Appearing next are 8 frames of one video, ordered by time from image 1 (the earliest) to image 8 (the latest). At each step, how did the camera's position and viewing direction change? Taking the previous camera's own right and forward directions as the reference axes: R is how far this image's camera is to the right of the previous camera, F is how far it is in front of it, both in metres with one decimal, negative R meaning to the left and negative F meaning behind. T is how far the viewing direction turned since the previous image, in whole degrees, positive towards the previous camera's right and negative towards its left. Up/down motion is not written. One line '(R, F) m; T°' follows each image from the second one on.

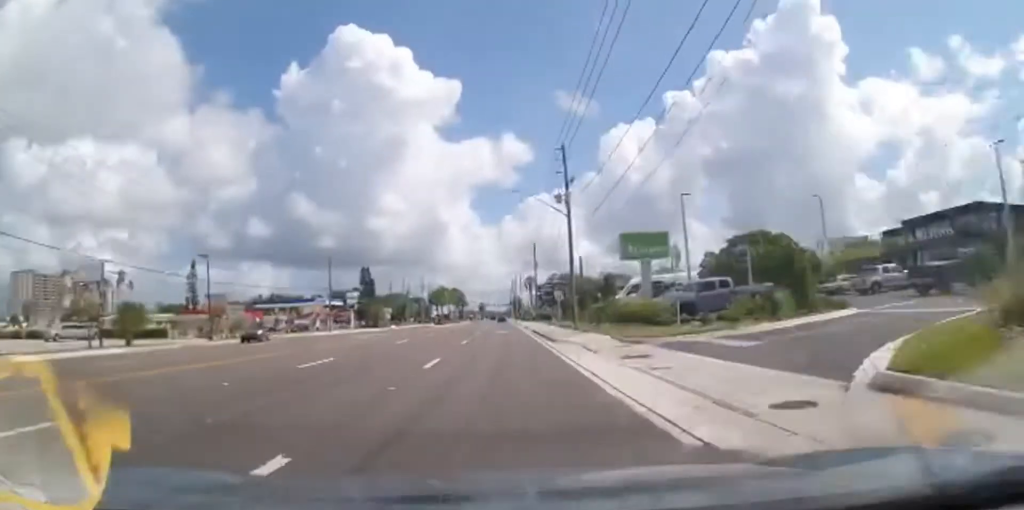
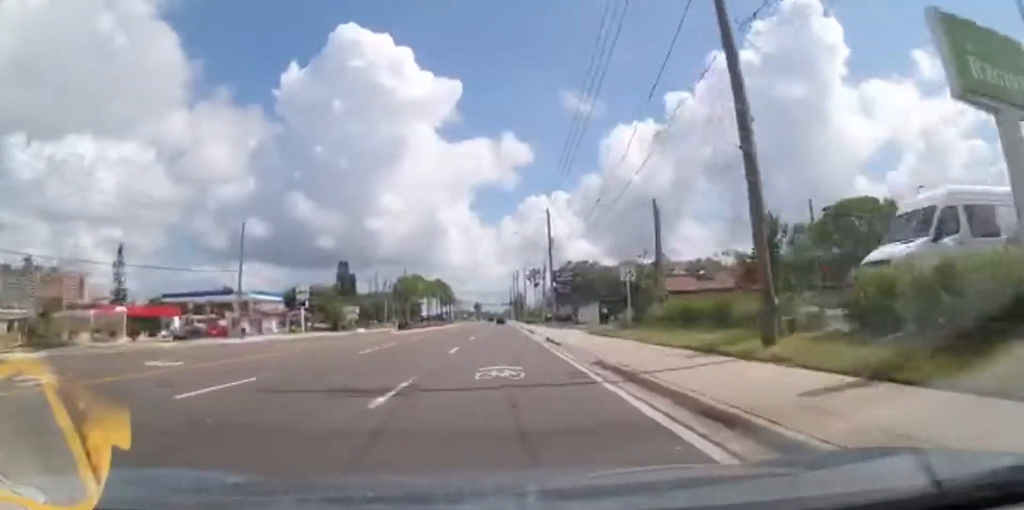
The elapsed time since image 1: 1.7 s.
(-0.3, +31.6) m; -2°
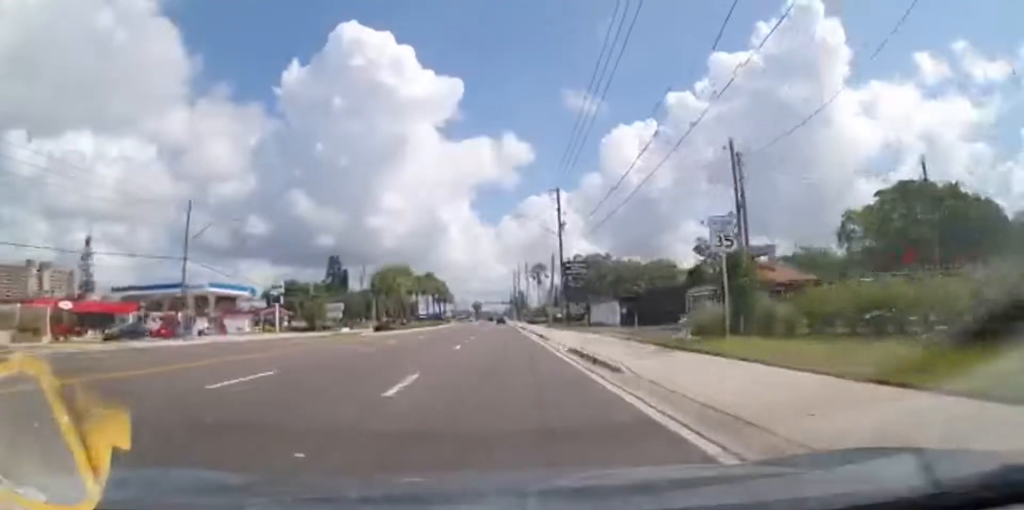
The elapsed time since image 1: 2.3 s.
(-0.2, +11.3) m; -1°
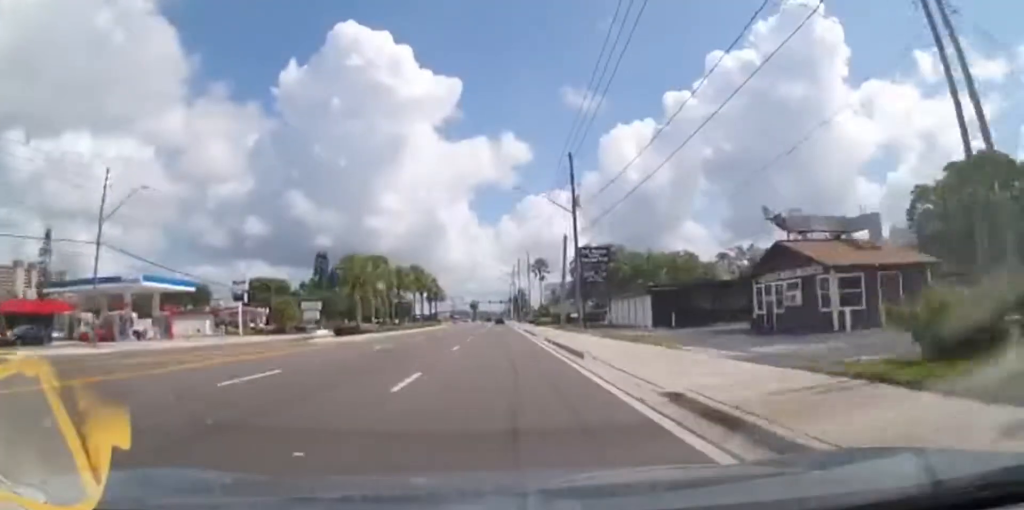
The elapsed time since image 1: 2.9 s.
(+0.1, +11.9) m; 0°
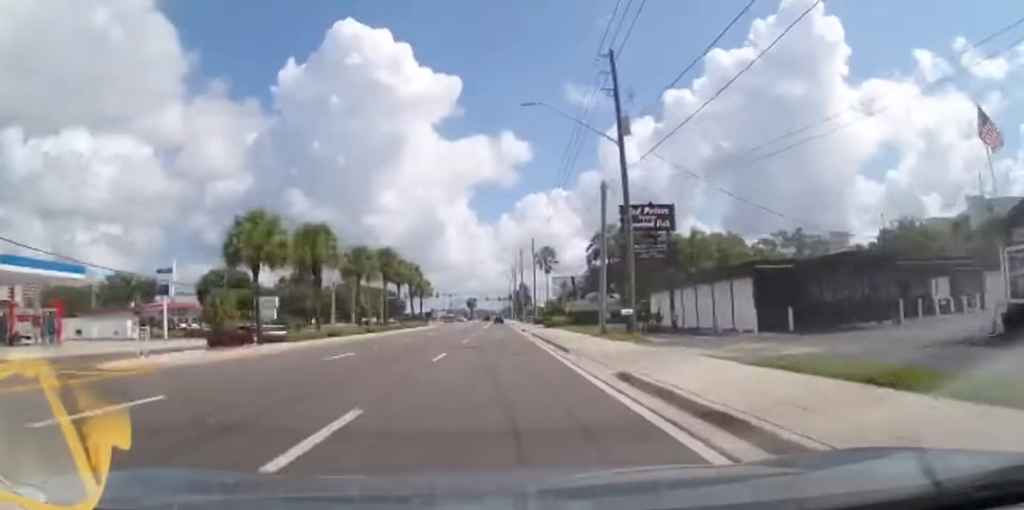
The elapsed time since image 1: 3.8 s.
(0.0, +17.3) m; +1°
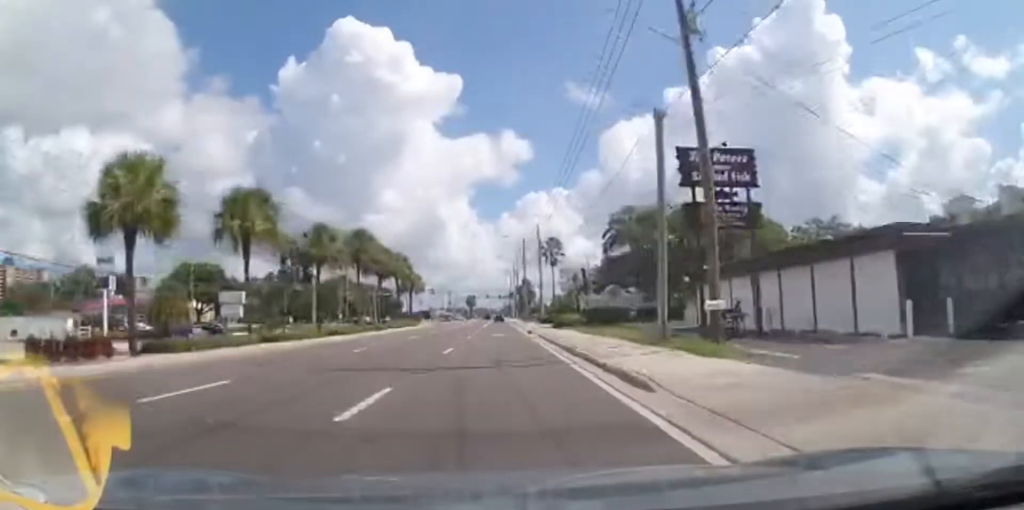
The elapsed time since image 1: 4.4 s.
(+0.1, +9.8) m; 0°
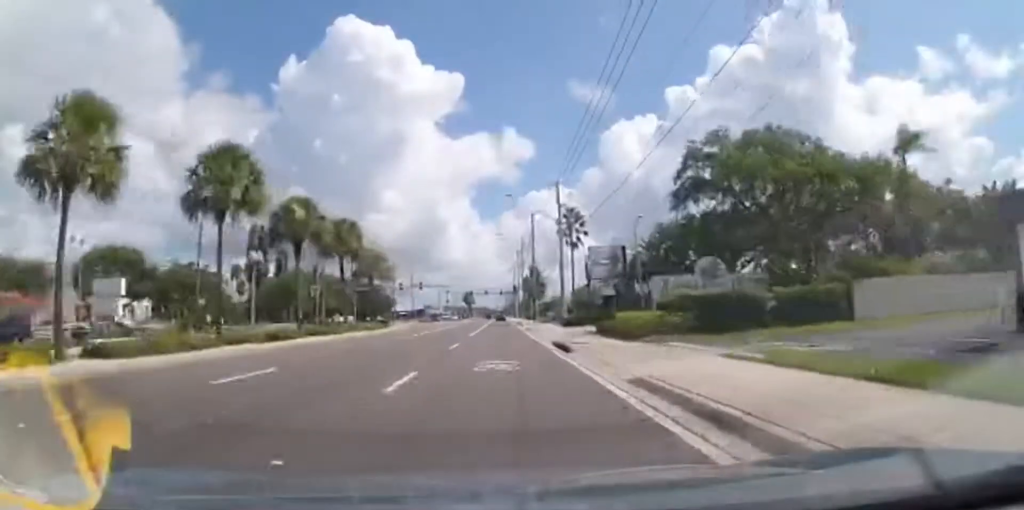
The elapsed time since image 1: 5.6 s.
(+0.2, +22.0) m; -1°
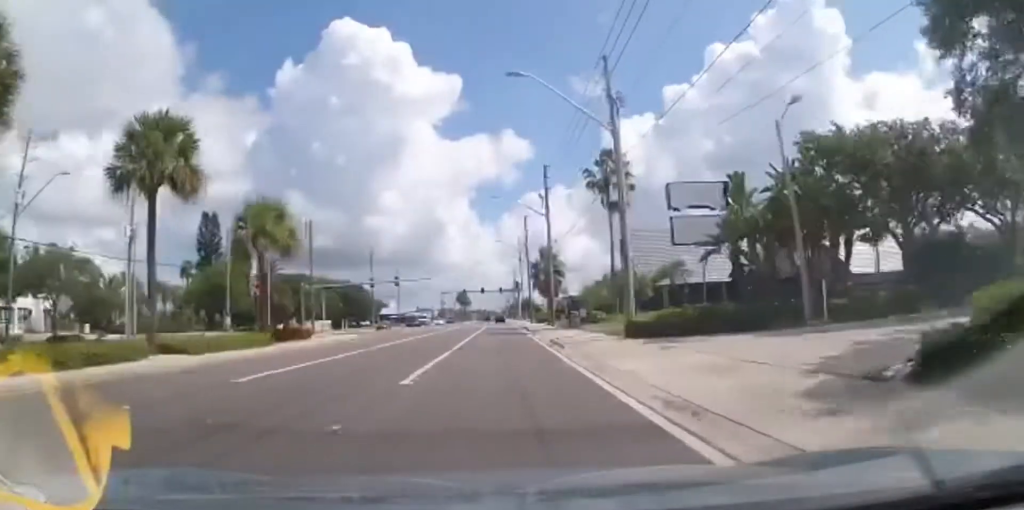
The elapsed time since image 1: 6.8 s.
(-0.3, +23.1) m; -2°
